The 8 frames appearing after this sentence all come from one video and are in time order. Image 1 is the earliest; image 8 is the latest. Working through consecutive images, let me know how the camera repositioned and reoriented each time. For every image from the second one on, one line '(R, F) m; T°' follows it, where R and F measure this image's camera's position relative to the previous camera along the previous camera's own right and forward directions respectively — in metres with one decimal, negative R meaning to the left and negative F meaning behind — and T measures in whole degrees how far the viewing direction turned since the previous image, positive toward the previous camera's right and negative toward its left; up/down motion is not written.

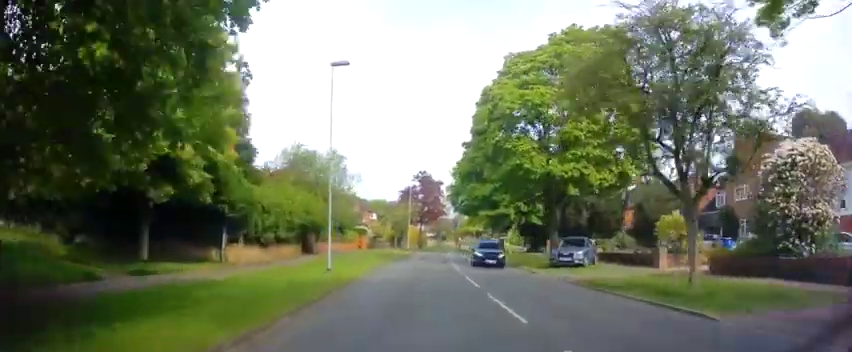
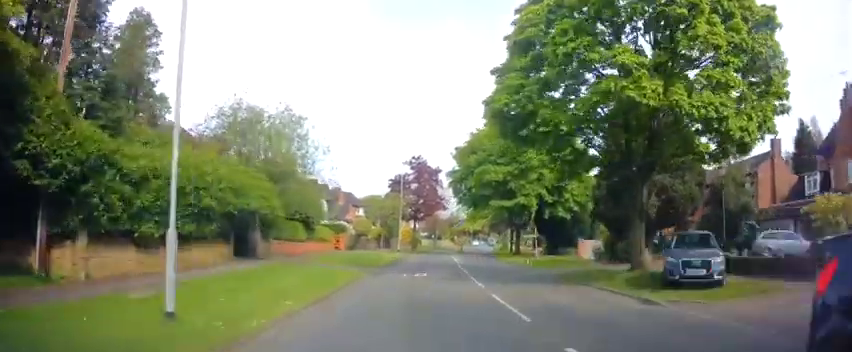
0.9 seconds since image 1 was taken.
(+0.3, +11.4) m; +3°
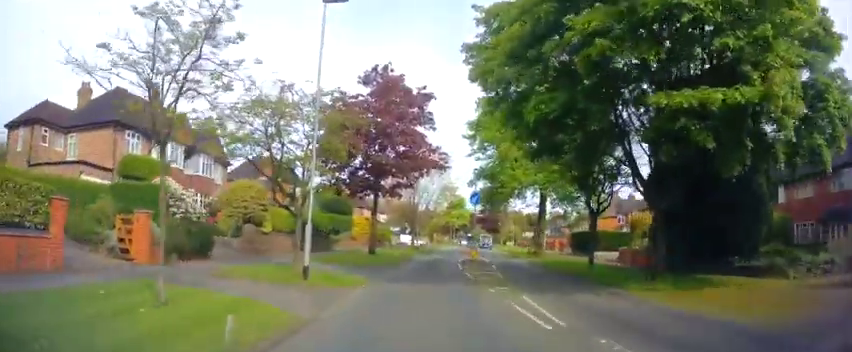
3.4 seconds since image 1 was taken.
(+0.9, +30.0) m; +3°
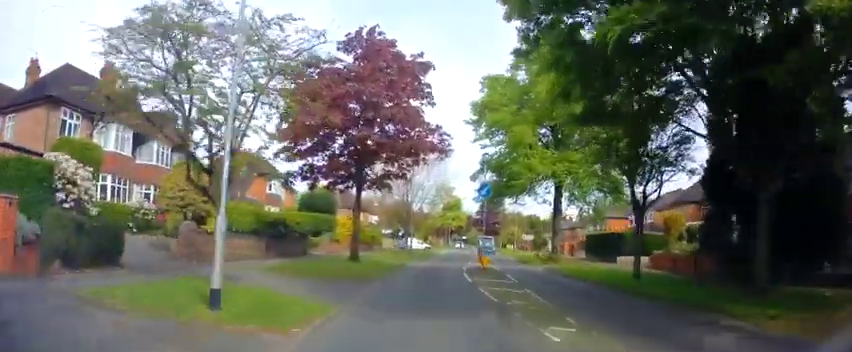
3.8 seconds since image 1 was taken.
(+0.1, +5.8) m; +1°
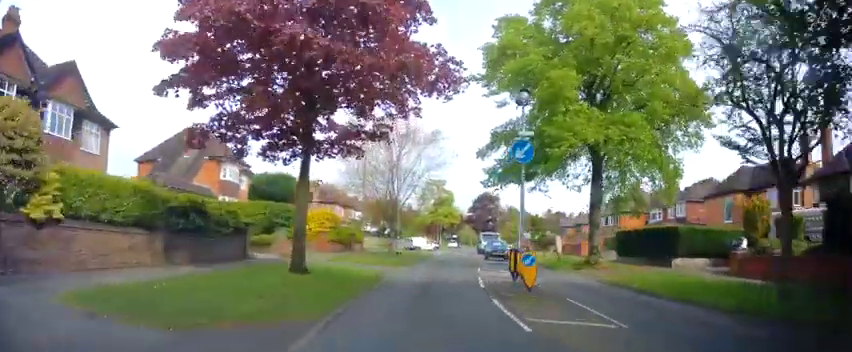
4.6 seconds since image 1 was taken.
(0.0, +8.9) m; +1°
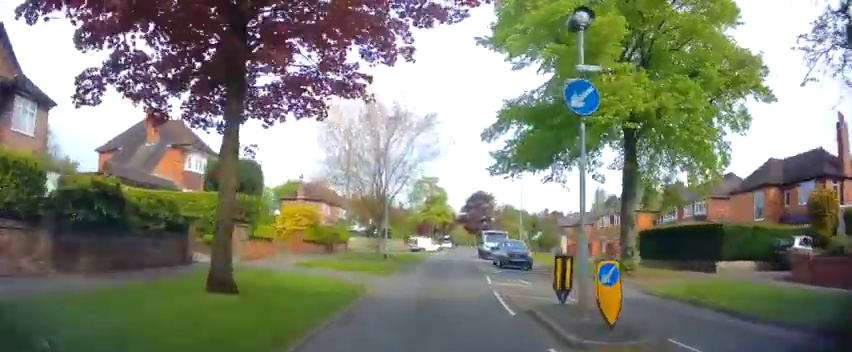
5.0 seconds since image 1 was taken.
(0.0, +4.9) m; +1°
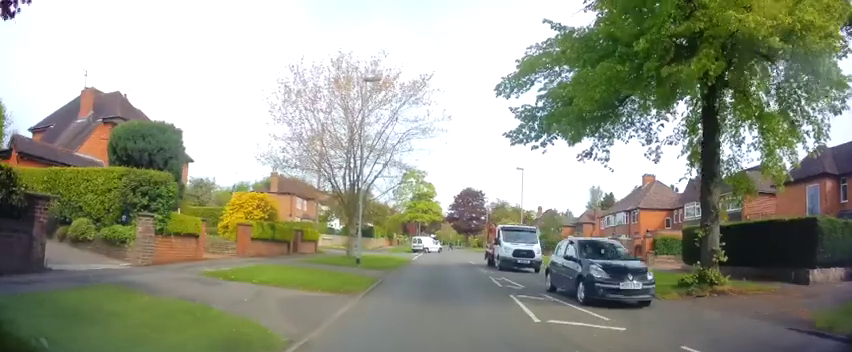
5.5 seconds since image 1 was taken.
(+0.1, +6.8) m; +2°
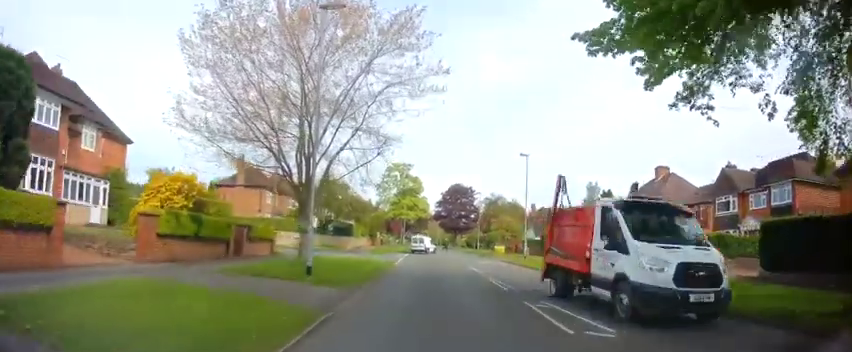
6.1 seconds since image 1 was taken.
(+0.1, +7.2) m; +2°
